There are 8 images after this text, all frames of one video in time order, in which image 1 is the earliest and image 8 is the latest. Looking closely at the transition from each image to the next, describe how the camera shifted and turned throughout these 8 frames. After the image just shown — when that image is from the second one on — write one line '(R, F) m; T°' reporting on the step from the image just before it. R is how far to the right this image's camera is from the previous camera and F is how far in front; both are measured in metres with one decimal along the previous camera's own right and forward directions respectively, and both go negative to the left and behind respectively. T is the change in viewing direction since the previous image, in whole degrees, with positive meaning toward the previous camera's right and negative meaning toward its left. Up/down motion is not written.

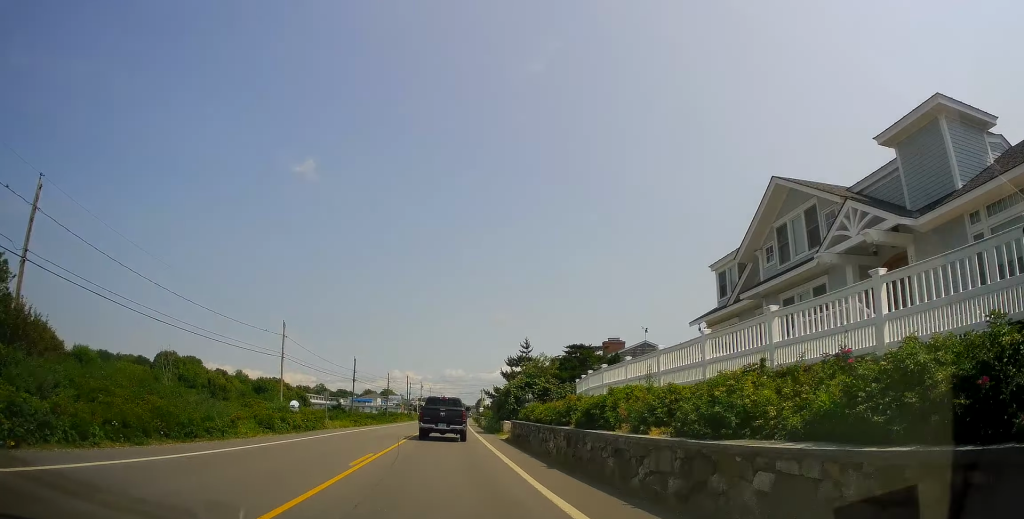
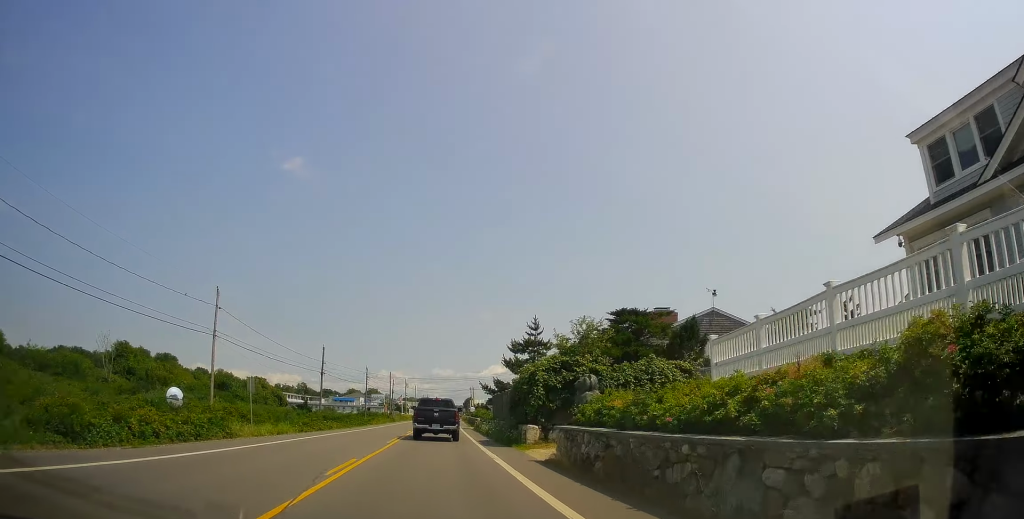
(+0.3, +13.8) m; 0°
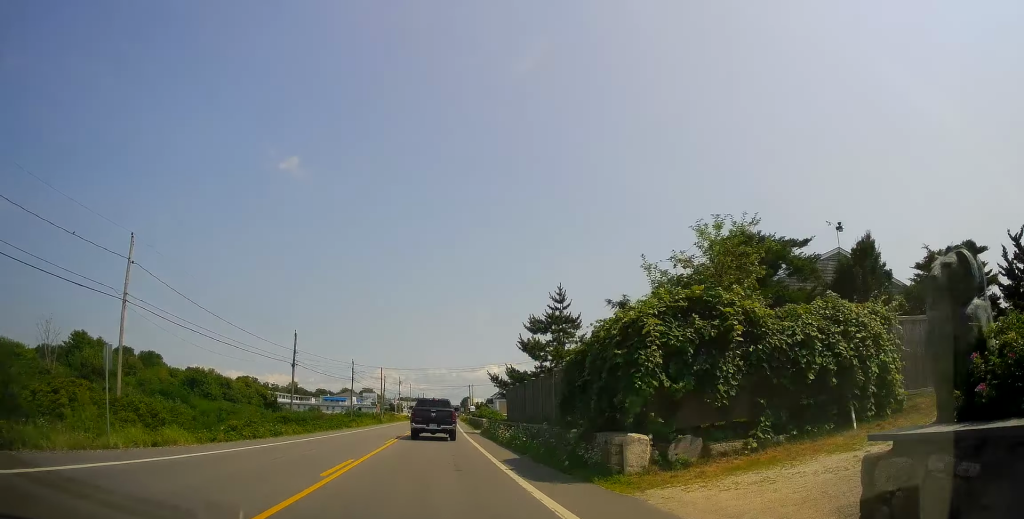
(-0.2, +12.1) m; -1°
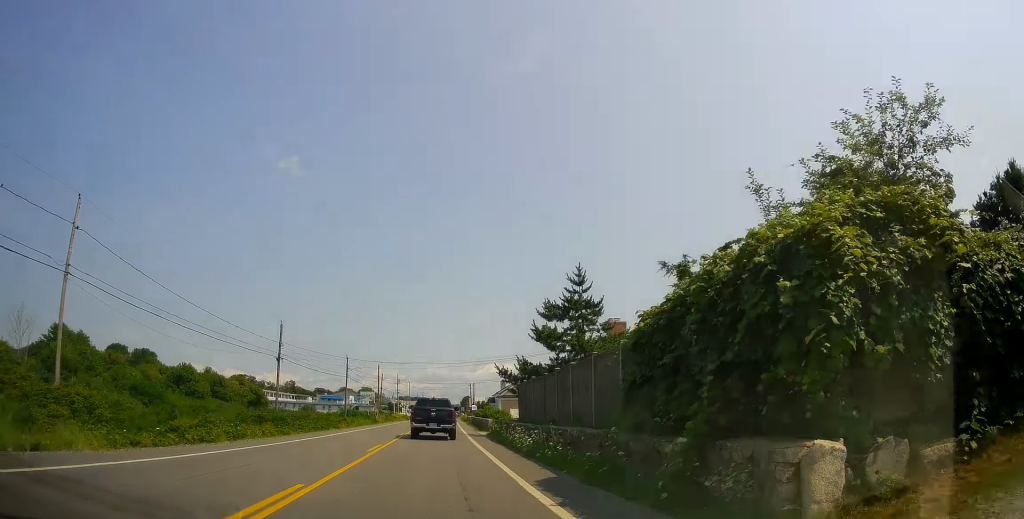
(0.0, +5.4) m; 0°
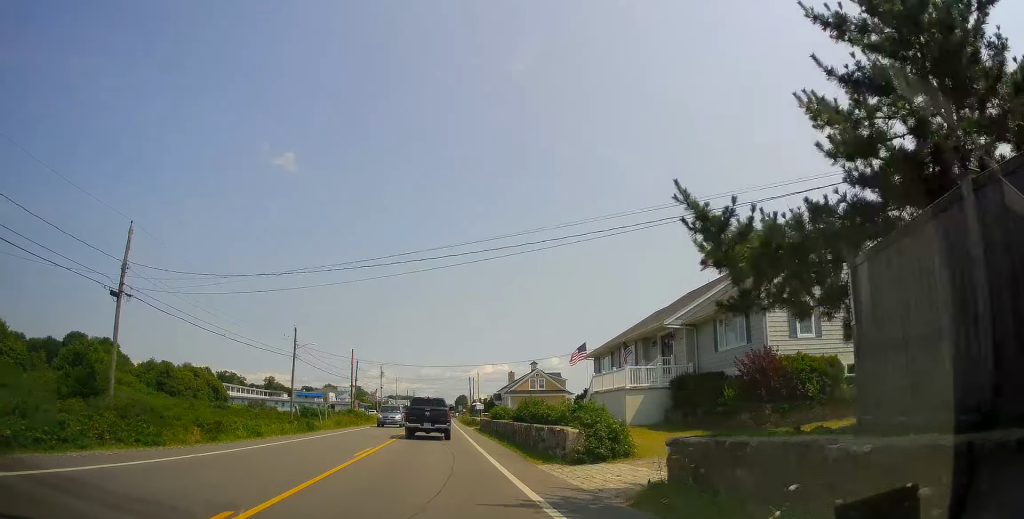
(+0.4, +27.0) m; +3°
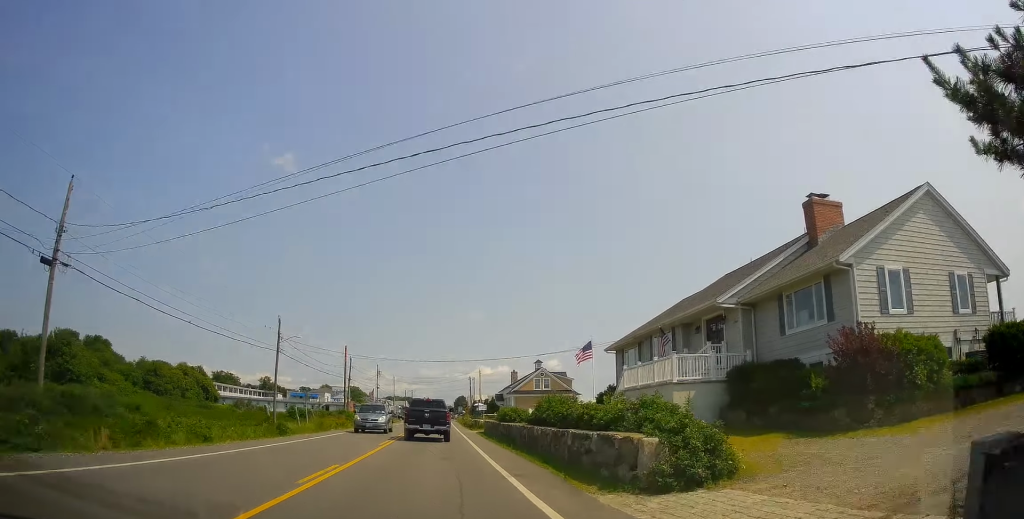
(0.0, +5.5) m; +1°
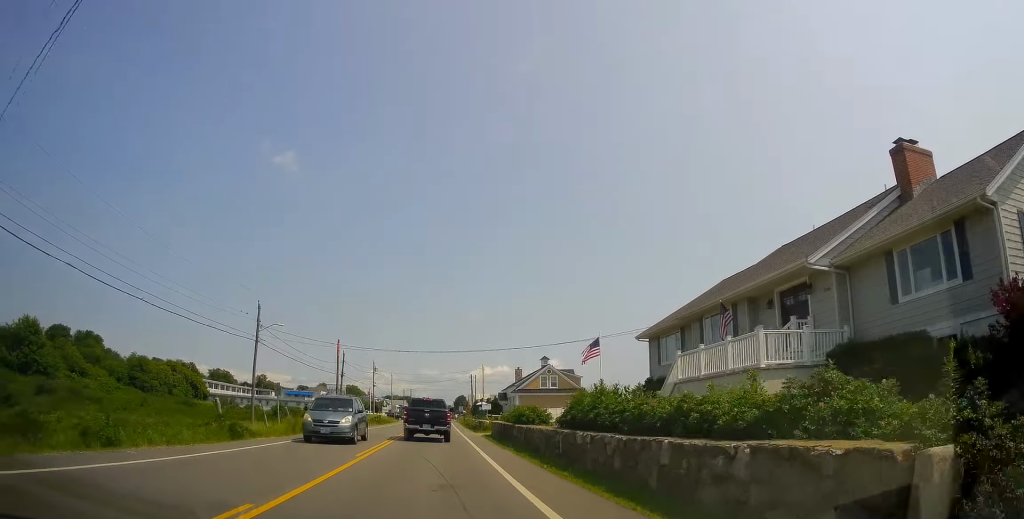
(+0.1, +5.9) m; 0°
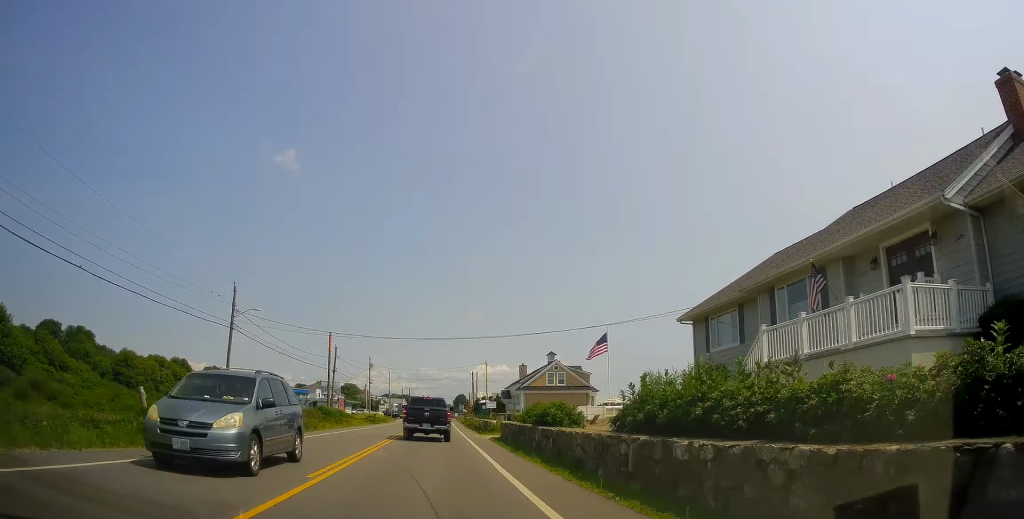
(+0.1, +5.5) m; 0°
